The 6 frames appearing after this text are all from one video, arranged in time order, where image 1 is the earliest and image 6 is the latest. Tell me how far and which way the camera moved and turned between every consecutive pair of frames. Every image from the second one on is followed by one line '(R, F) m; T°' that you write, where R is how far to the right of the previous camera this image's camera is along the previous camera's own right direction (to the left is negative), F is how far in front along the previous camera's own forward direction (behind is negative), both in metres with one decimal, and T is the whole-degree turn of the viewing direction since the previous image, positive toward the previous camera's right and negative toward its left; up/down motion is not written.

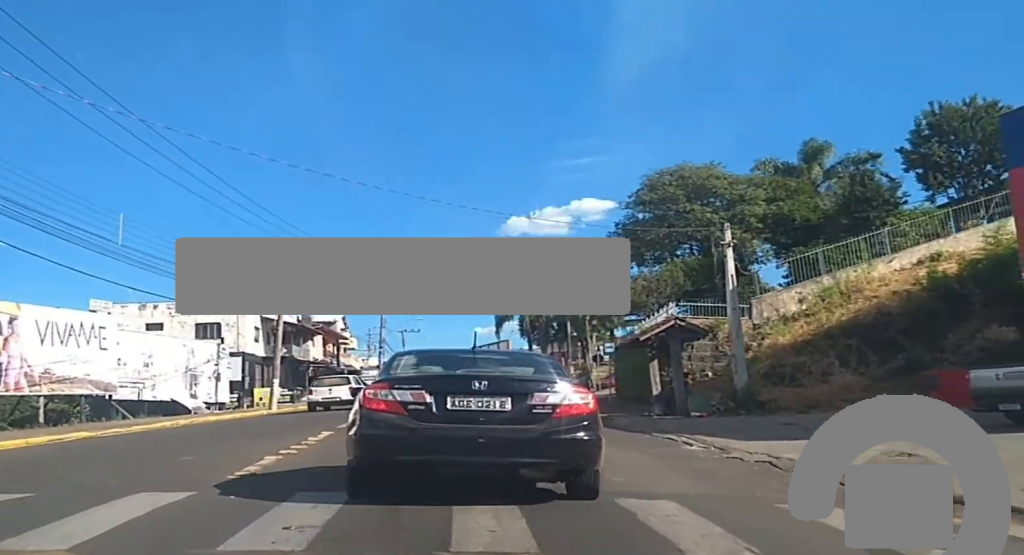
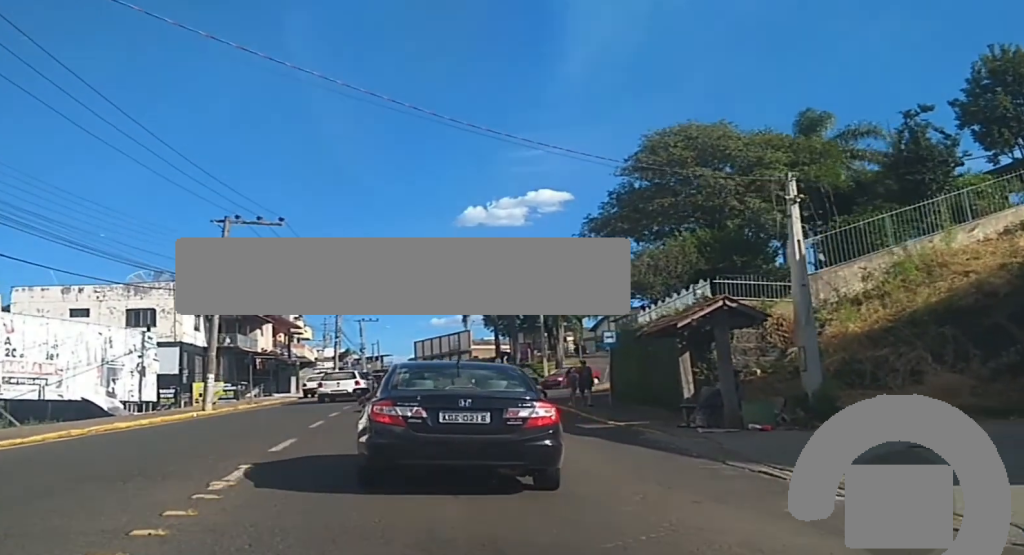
(+0.4, +8.6) m; +5°
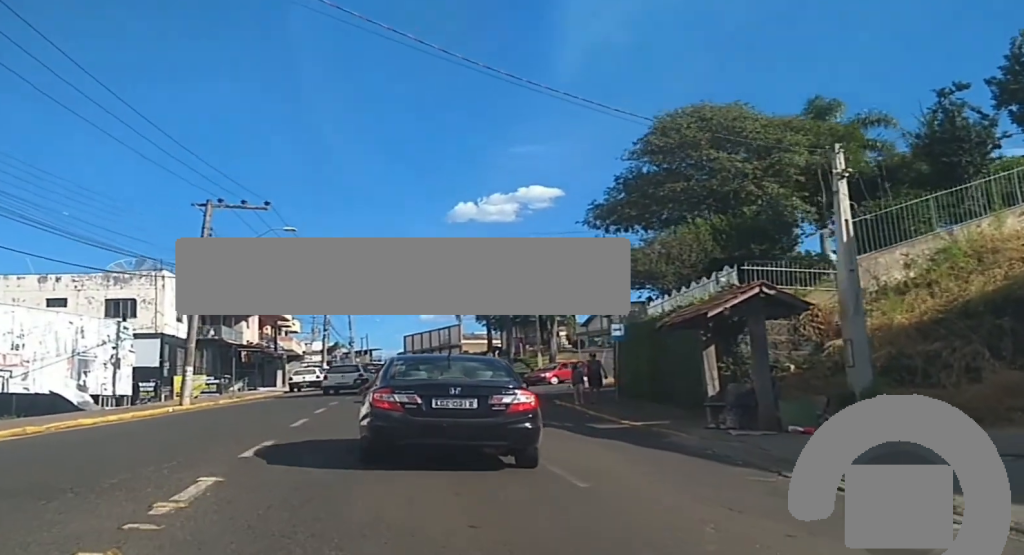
(+0.1, +3.3) m; +1°
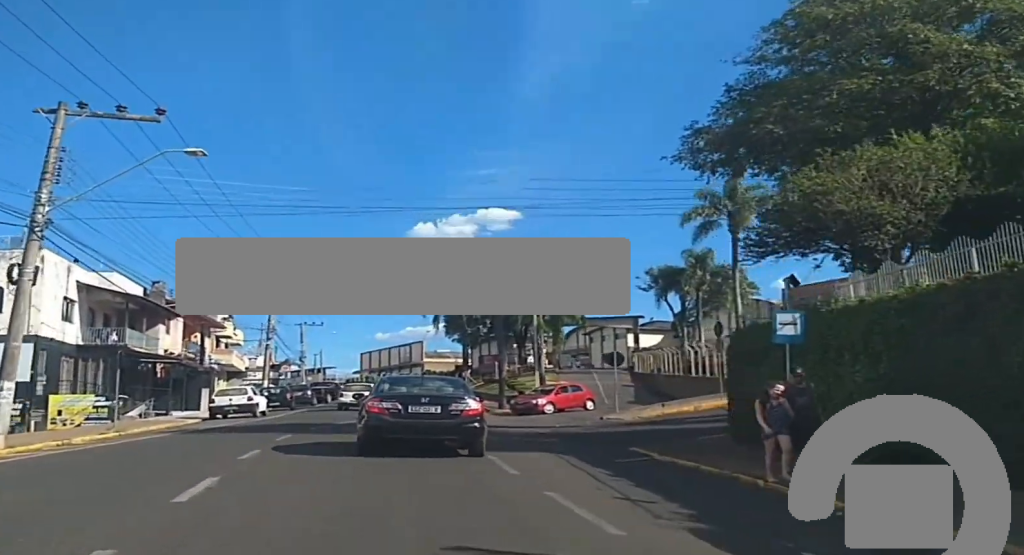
(+0.5, +16.1) m; +2°
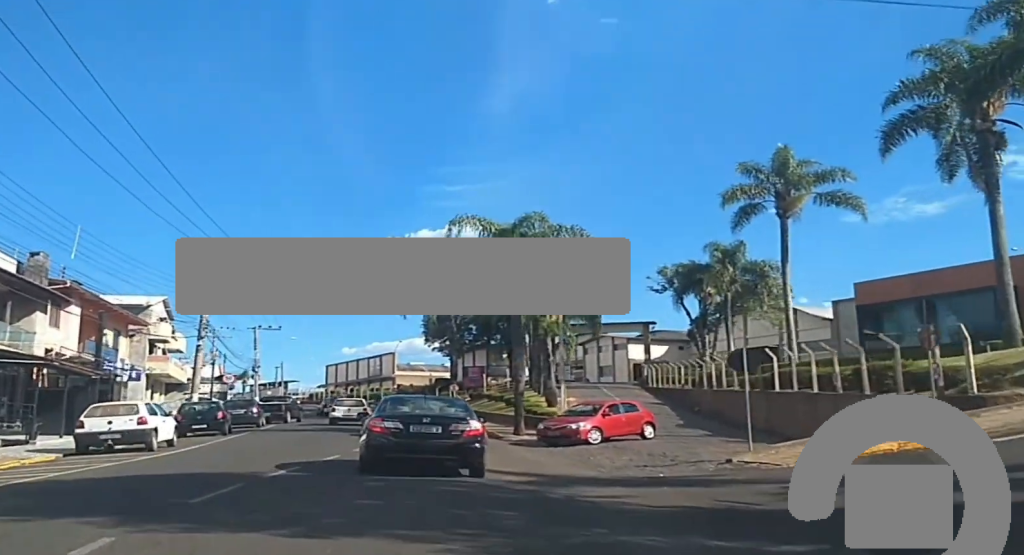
(0.0, +12.8) m; 0°
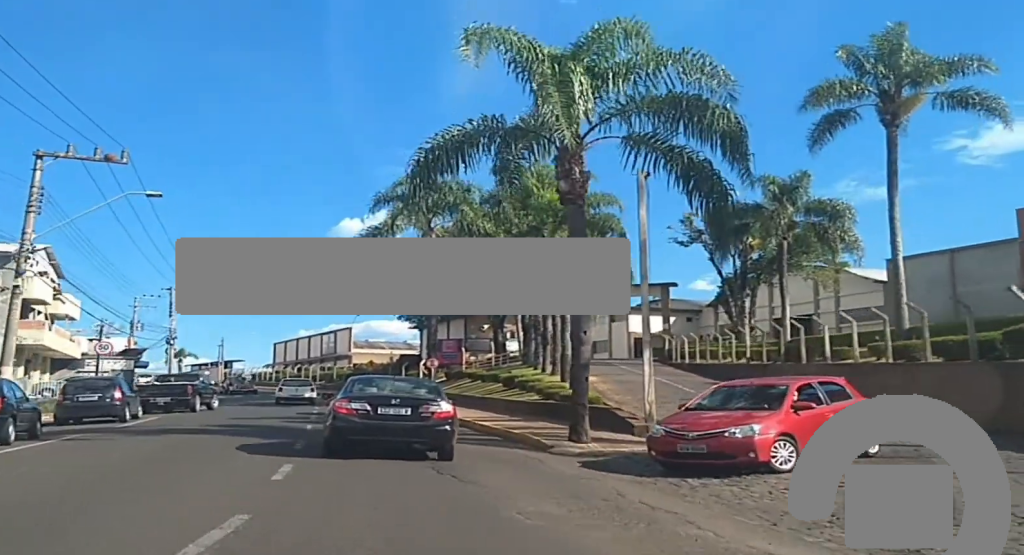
(+0.5, +15.8) m; +4°
